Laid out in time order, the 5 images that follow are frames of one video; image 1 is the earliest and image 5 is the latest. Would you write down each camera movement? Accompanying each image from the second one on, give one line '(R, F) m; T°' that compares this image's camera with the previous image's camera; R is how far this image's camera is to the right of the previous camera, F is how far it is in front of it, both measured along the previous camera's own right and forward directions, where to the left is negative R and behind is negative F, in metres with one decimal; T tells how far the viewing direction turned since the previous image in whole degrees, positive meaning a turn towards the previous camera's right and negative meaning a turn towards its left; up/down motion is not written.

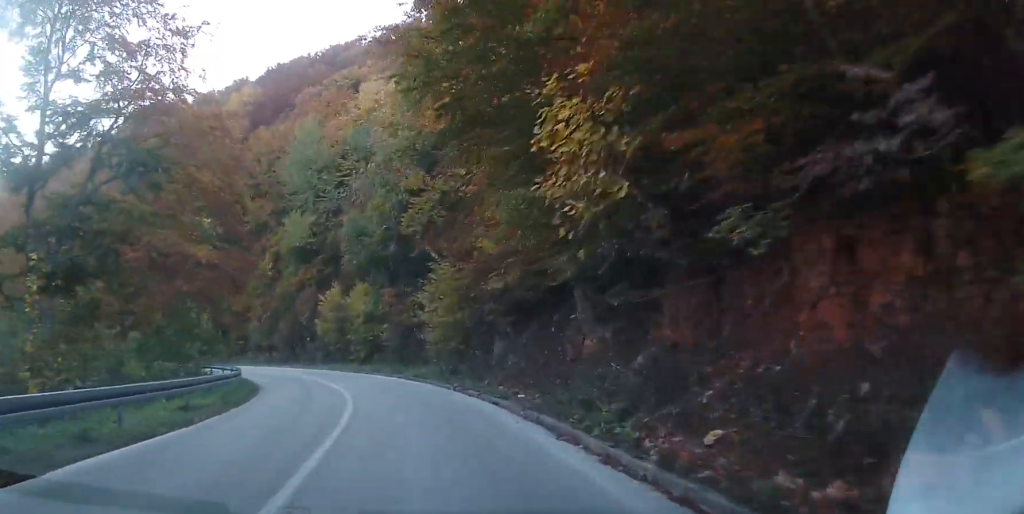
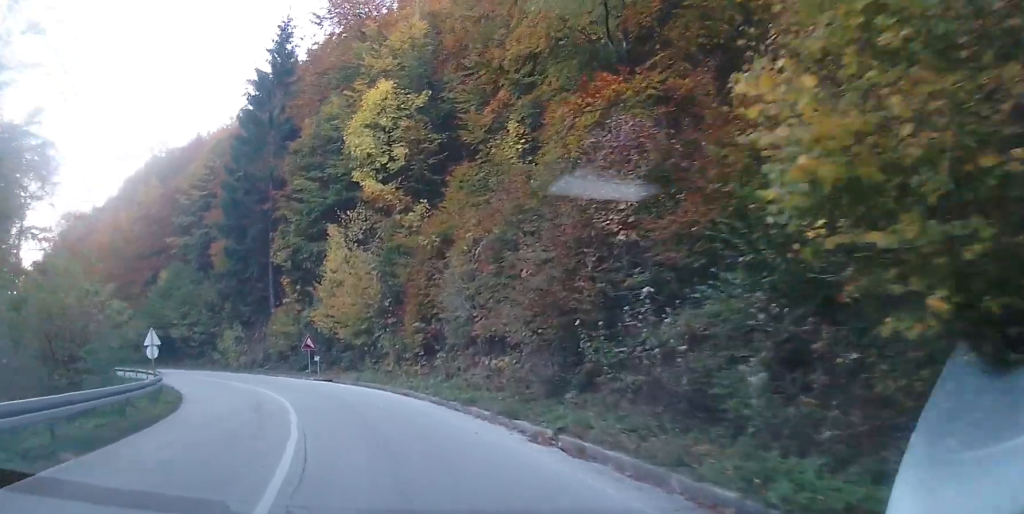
(-6.7, +40.8) m; -27°
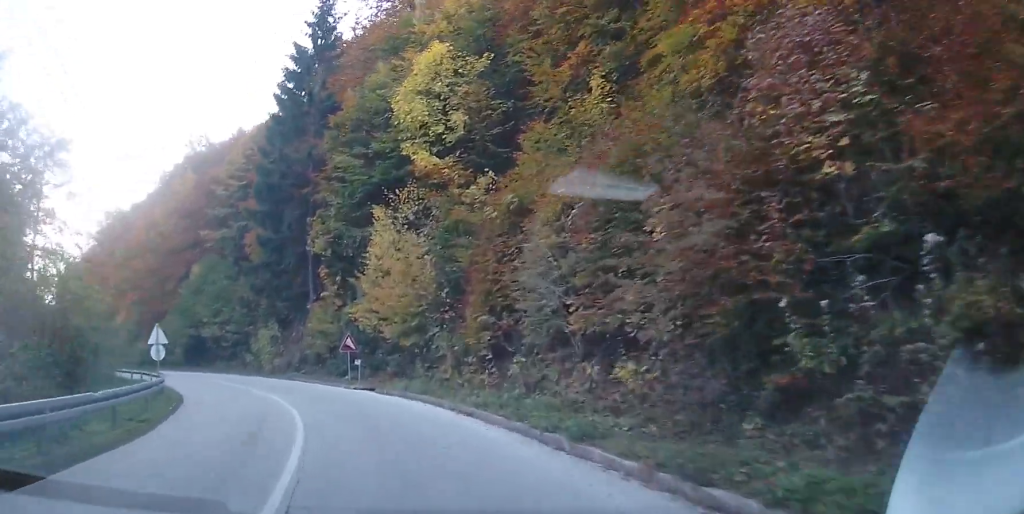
(+0.2, +5.3) m; -7°
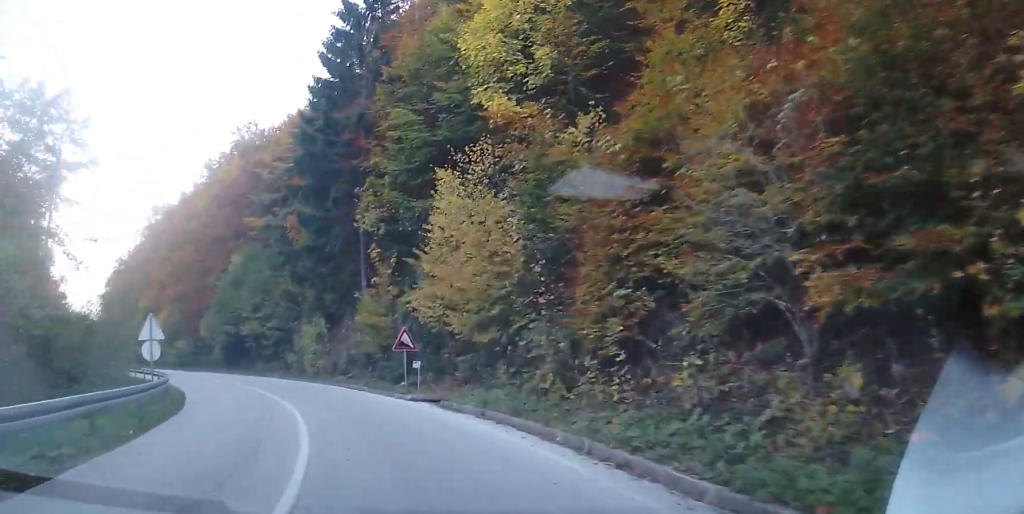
(+0.1, +6.1) m; -9°
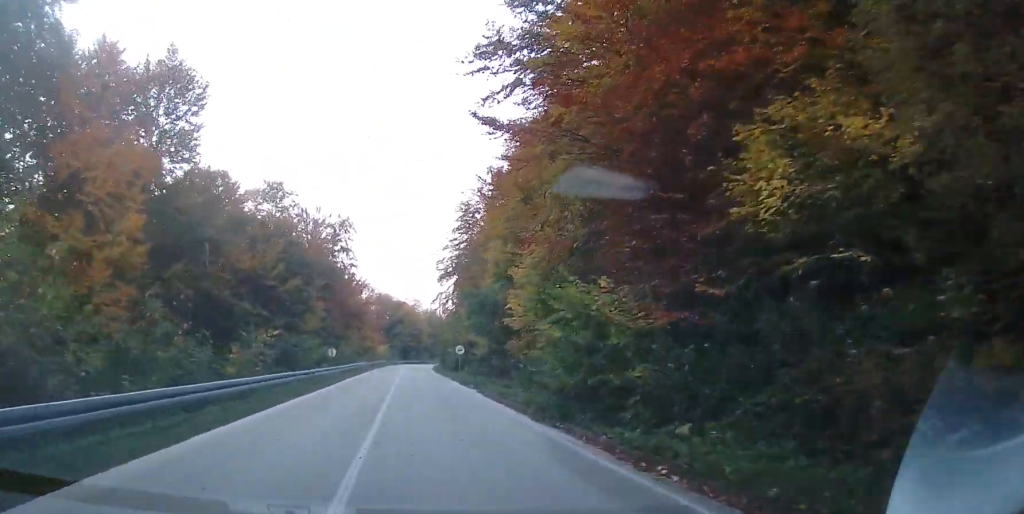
(-22.7, +42.9) m; -38°
